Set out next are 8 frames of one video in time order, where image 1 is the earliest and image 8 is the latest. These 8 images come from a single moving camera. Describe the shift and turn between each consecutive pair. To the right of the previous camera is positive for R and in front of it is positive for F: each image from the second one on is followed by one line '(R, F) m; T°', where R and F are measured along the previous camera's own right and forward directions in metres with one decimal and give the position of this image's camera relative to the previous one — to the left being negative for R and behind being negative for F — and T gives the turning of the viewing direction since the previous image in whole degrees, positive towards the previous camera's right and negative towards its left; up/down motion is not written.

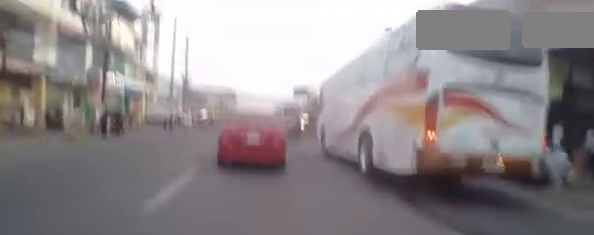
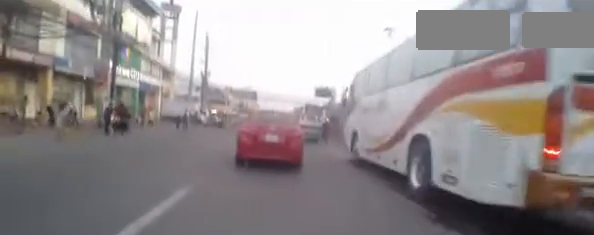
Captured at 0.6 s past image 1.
(+0.1, +2.4) m; -3°
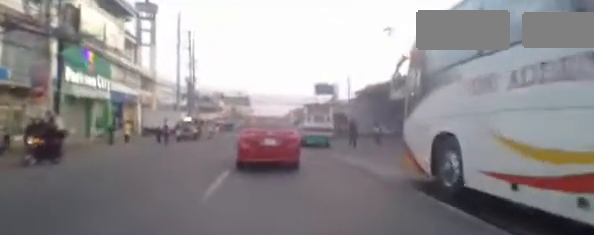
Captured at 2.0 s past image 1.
(-0.3, +5.7) m; +2°
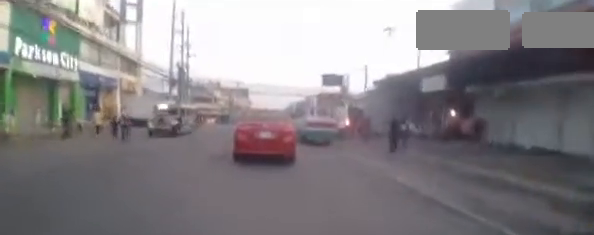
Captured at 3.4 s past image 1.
(+0.3, +5.3) m; +4°
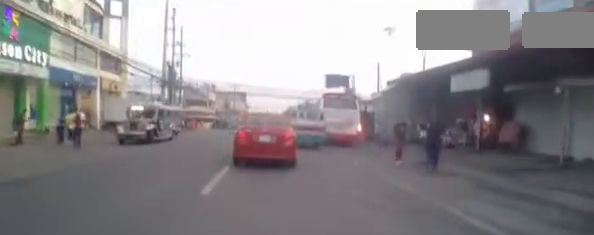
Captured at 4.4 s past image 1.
(0.0, +3.6) m; -5°
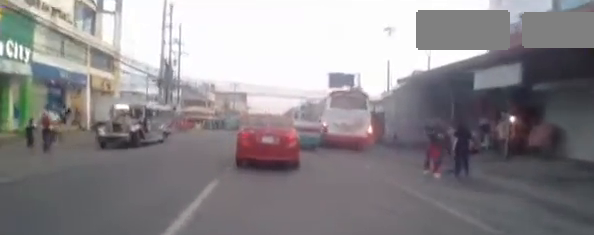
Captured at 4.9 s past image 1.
(-0.1, +1.9) m; -2°
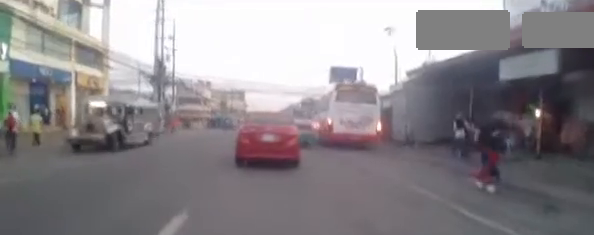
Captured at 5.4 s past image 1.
(-0.2, +1.8) m; -1°
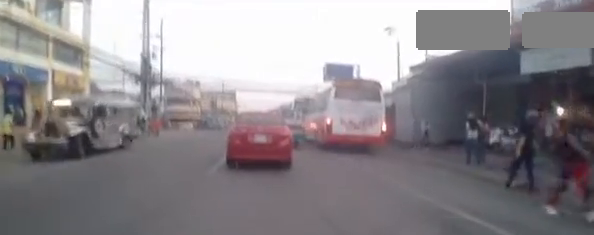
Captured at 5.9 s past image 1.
(+0.1, +1.9) m; +2°
